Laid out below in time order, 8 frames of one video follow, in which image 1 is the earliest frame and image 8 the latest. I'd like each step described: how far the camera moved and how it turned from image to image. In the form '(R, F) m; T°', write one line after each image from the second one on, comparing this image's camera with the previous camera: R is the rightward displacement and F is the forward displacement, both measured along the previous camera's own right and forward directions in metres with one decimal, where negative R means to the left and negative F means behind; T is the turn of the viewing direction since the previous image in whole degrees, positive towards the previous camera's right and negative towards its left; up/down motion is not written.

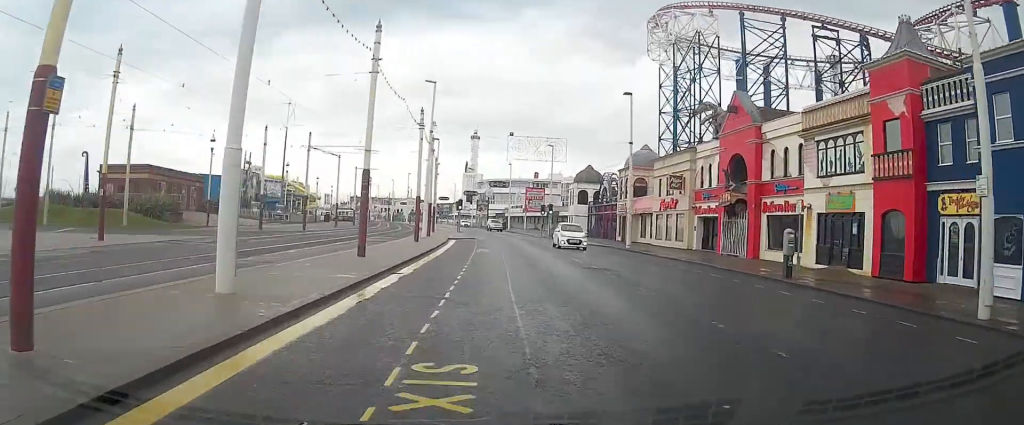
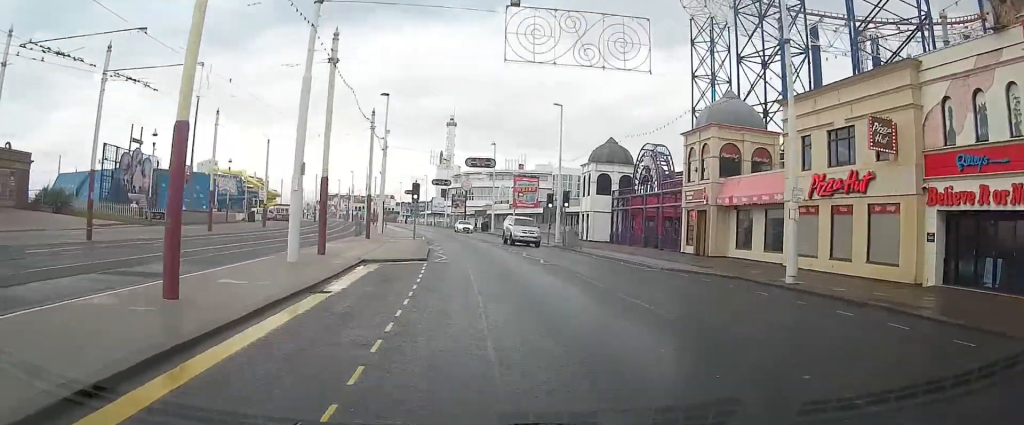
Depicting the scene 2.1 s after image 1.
(+0.5, +27.6) m; +1°
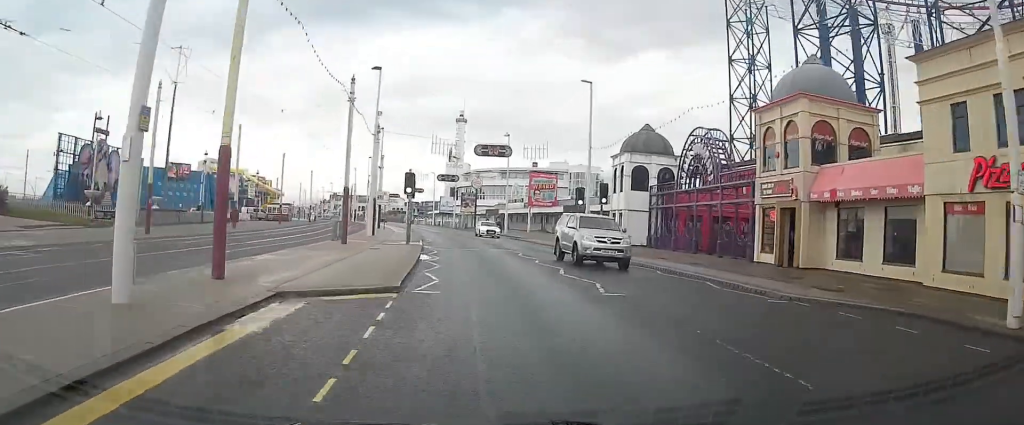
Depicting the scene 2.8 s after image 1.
(0.0, +9.4) m; -1°
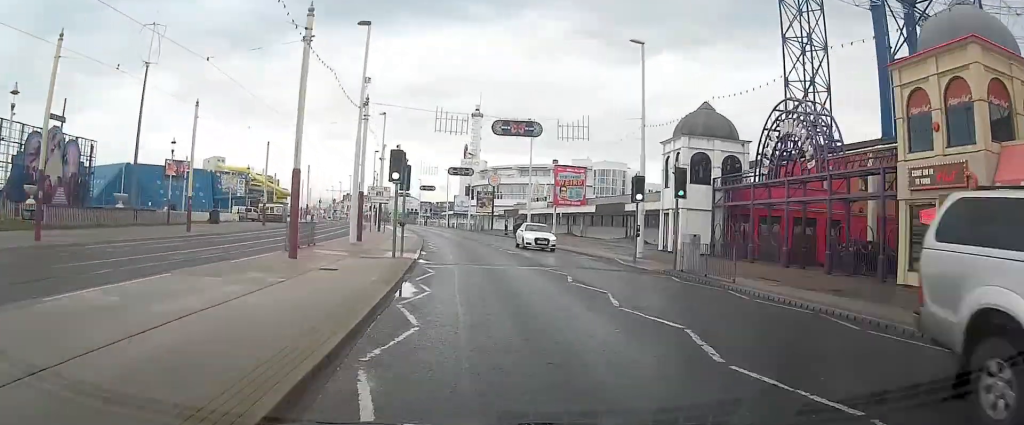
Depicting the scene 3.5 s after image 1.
(-0.3, +10.3) m; -1°
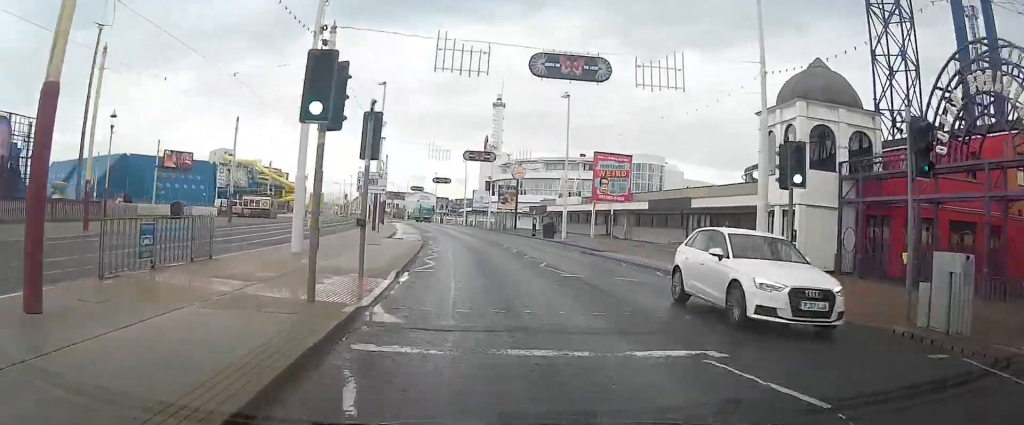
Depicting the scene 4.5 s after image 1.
(-0.1, +12.5) m; -2°
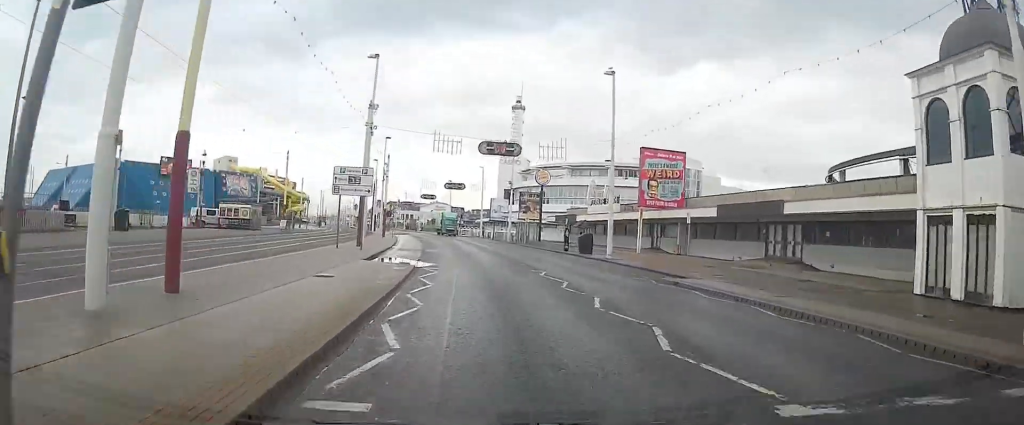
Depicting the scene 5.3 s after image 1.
(-0.2, +11.2) m; -2°
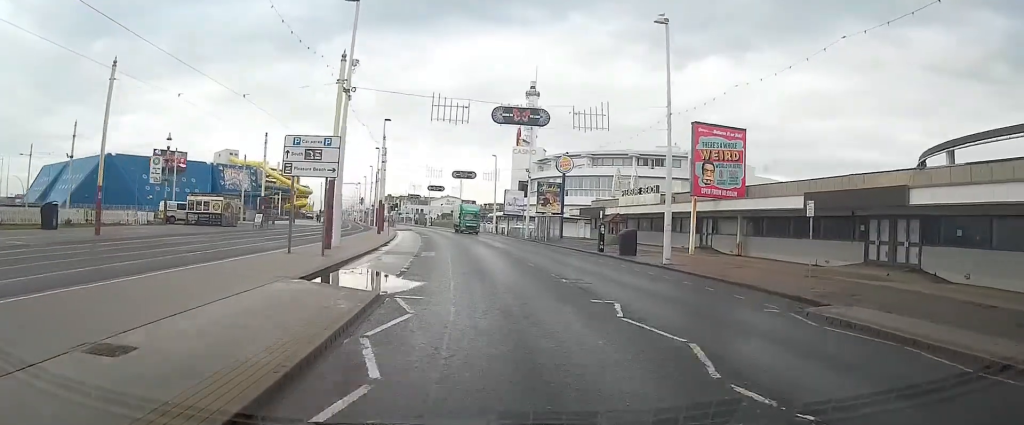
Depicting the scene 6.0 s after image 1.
(-0.2, +9.4) m; -2°
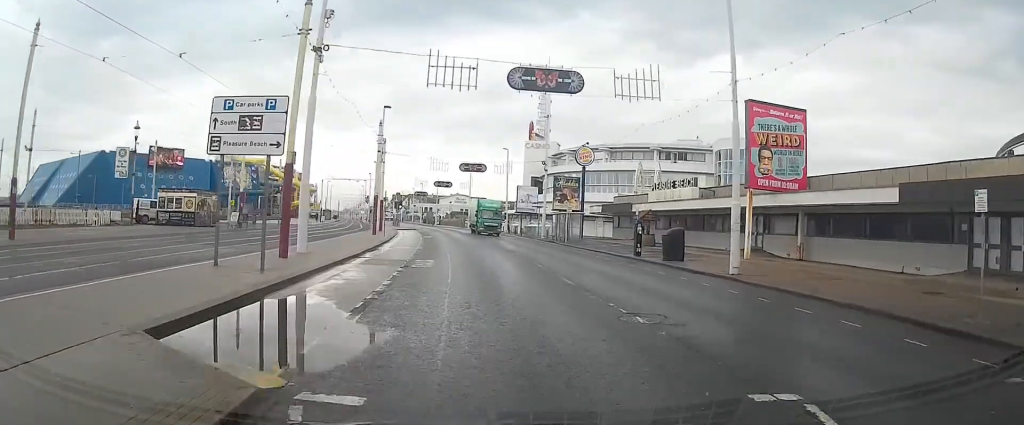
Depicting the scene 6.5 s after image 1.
(-0.1, +6.8) m; -1°
